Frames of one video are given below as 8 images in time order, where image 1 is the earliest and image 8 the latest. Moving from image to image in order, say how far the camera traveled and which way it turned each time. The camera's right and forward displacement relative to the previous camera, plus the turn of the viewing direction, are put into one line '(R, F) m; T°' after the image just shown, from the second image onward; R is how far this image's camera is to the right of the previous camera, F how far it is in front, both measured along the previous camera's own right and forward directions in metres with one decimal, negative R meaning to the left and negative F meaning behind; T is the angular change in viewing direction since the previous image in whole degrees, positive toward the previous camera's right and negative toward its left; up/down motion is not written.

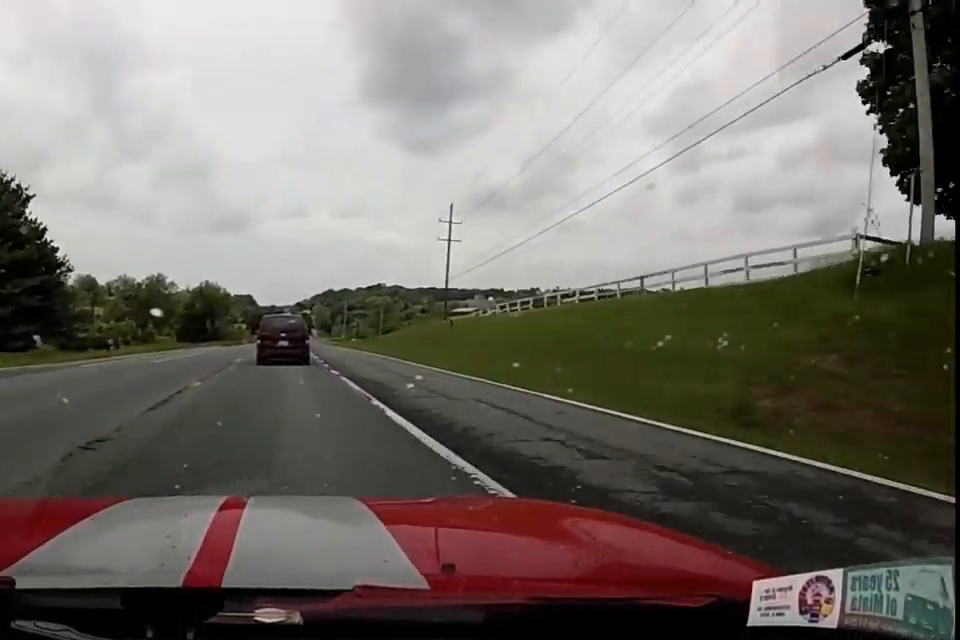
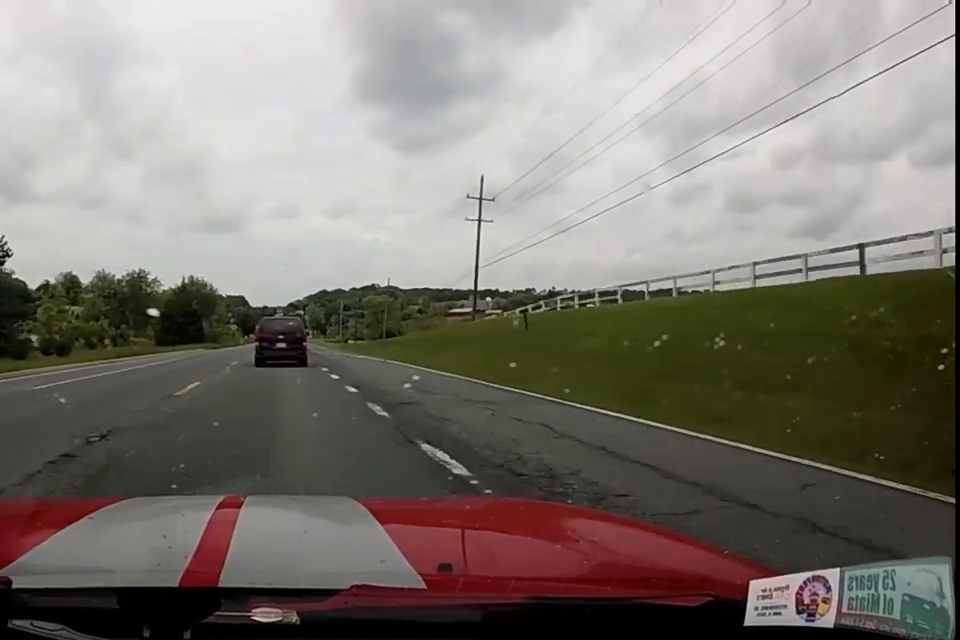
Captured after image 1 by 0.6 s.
(0.0, +12.4) m; +1°
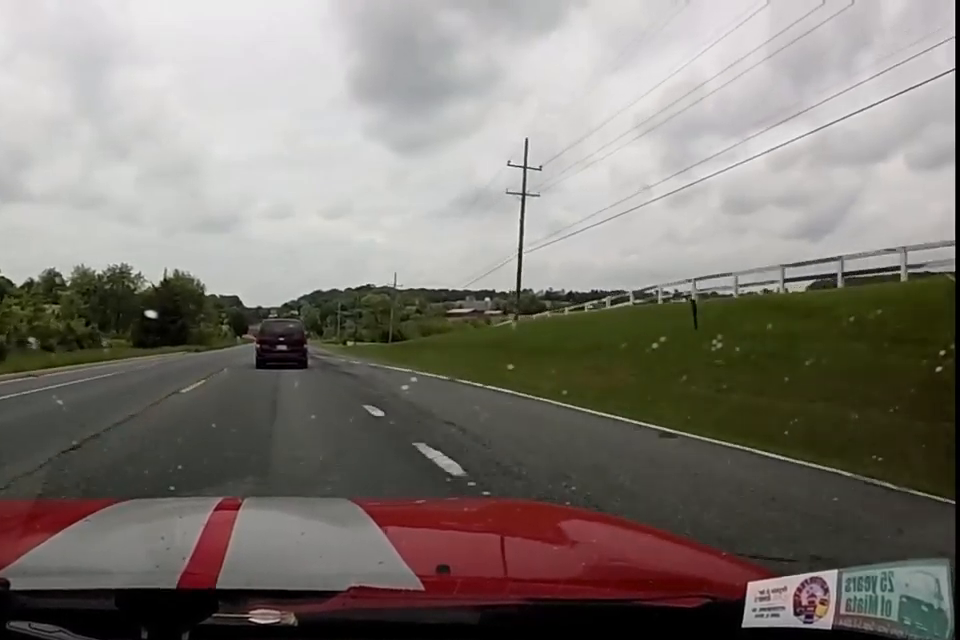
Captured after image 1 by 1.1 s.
(-0.2, +11.0) m; +1°
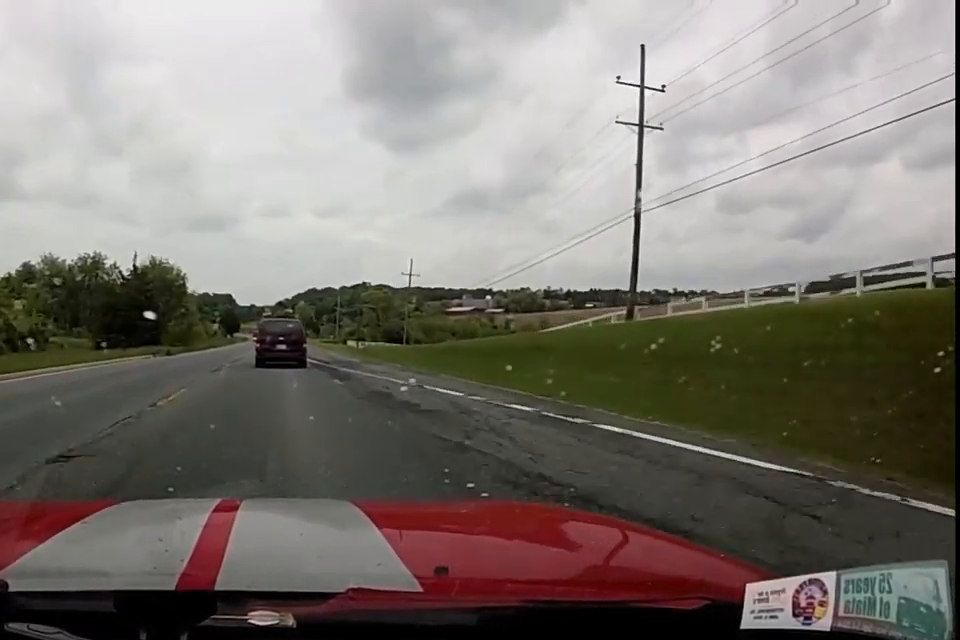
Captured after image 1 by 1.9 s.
(+0.5, +15.4) m; +2°
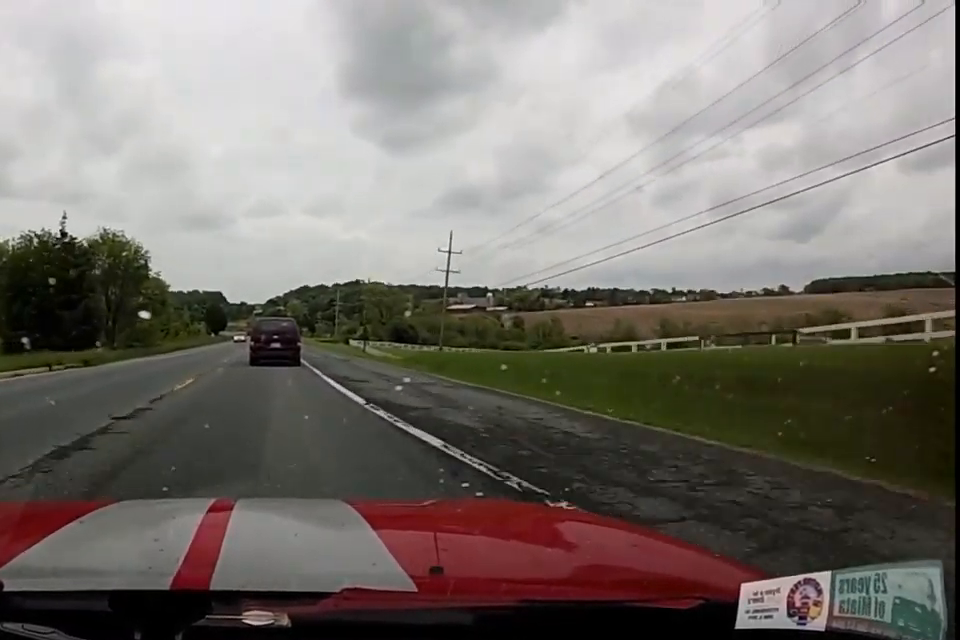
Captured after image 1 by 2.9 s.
(+0.2, +22.0) m; +1°
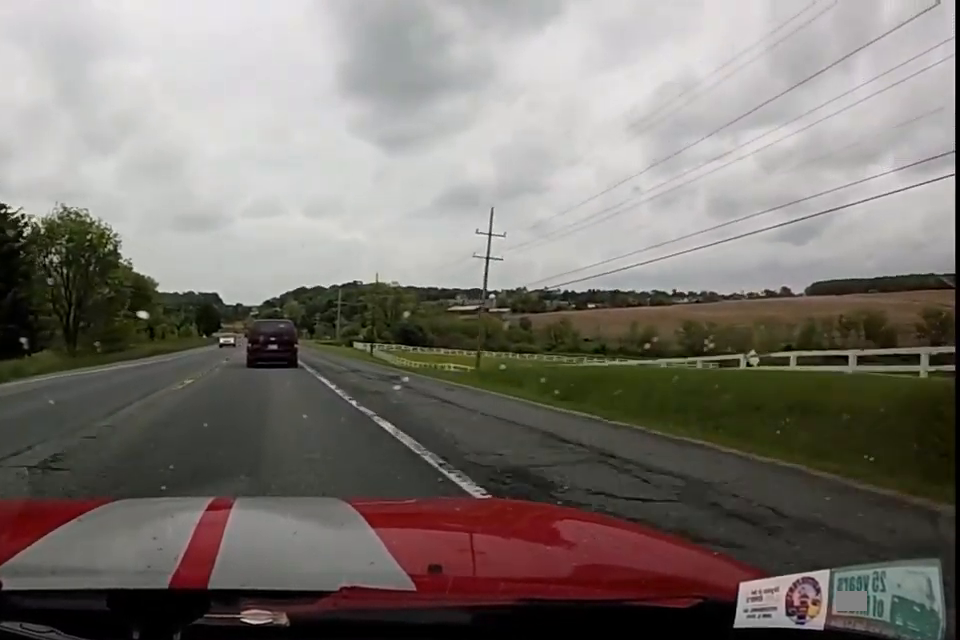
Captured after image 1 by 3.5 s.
(0.0, +12.3) m; 0°
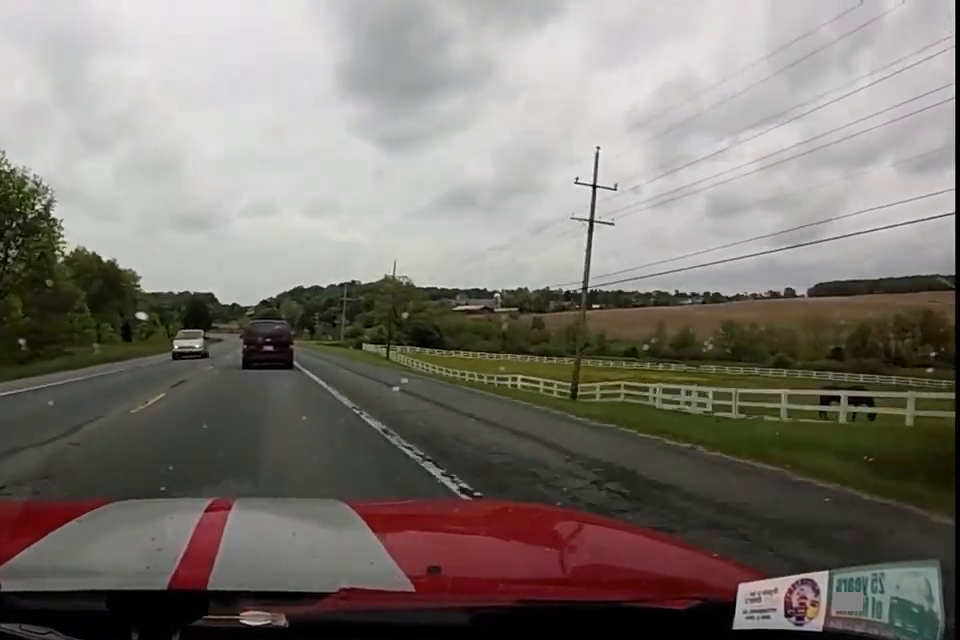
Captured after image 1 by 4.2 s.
(0.0, +17.0) m; 0°
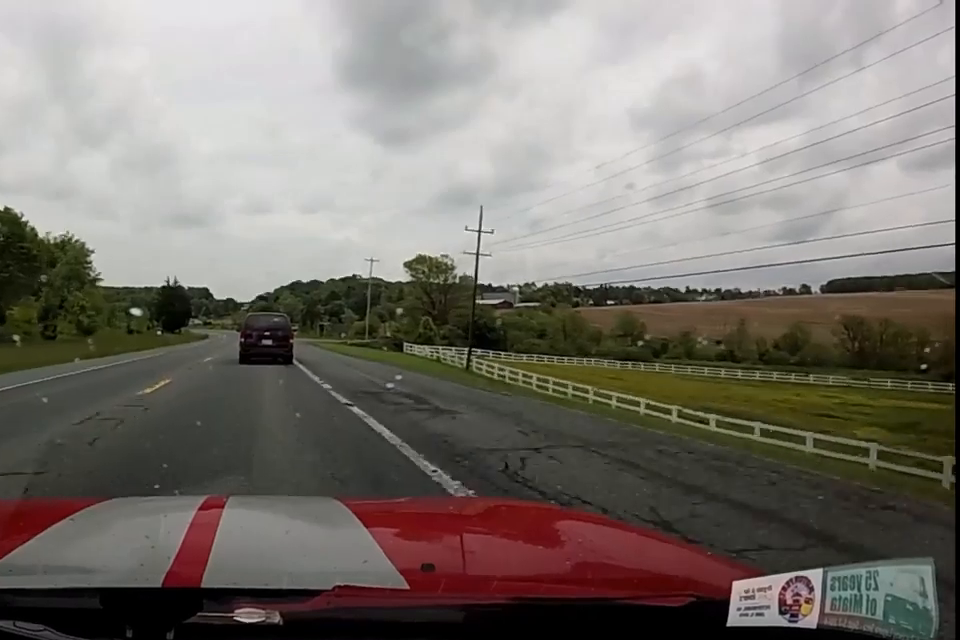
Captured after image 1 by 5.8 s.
(-0.8, +36.0) m; -3°
